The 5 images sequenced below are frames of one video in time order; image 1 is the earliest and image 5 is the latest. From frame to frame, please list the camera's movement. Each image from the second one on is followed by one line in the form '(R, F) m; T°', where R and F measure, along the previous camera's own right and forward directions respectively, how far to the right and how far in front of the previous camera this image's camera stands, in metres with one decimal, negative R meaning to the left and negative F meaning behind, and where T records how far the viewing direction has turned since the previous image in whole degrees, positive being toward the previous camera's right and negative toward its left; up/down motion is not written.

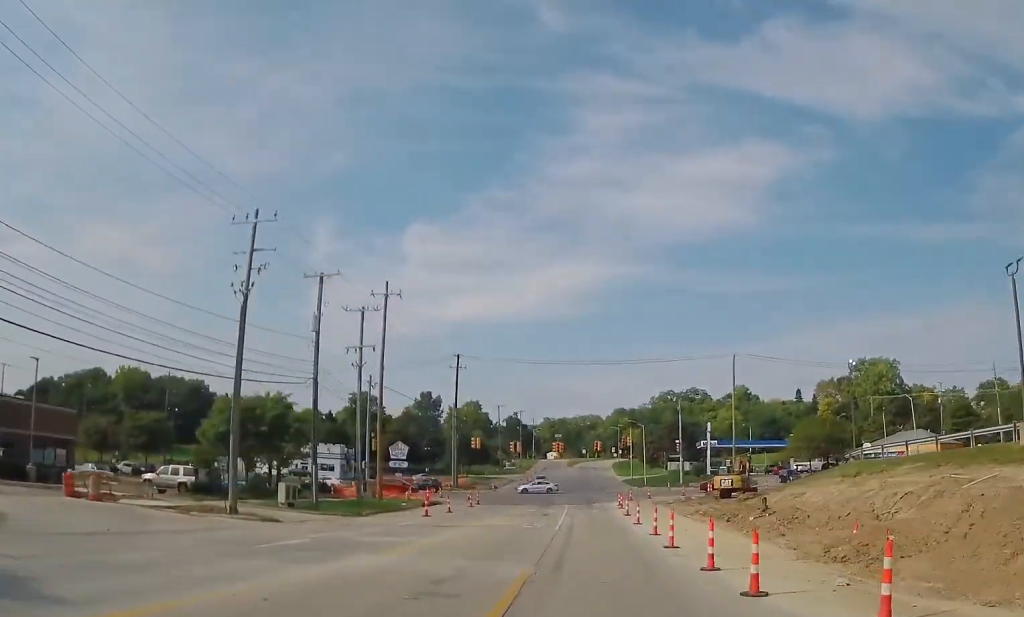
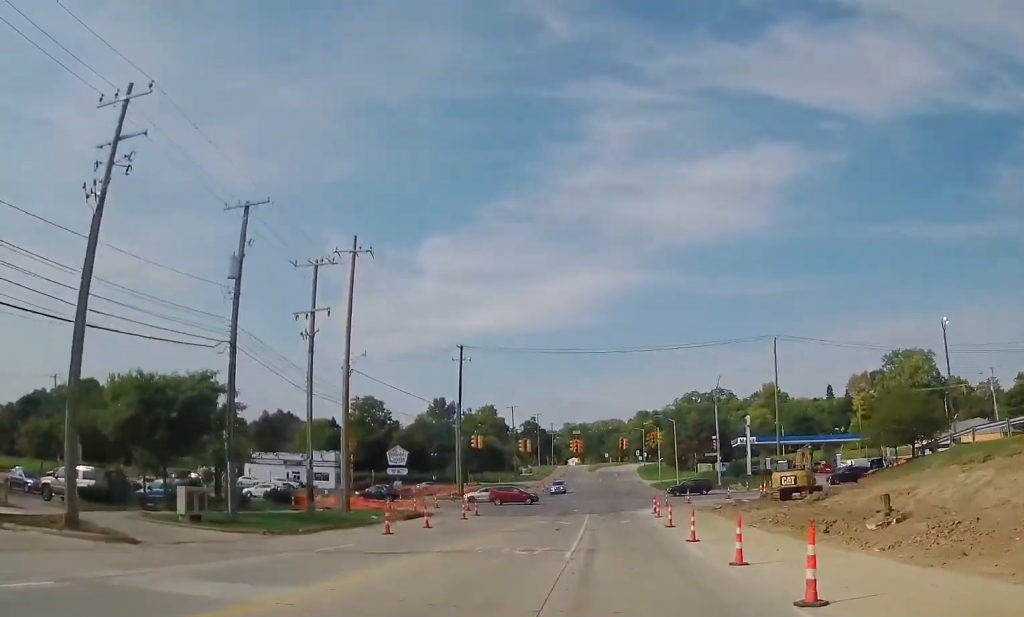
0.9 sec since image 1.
(+0.6, +12.9) m; 0°
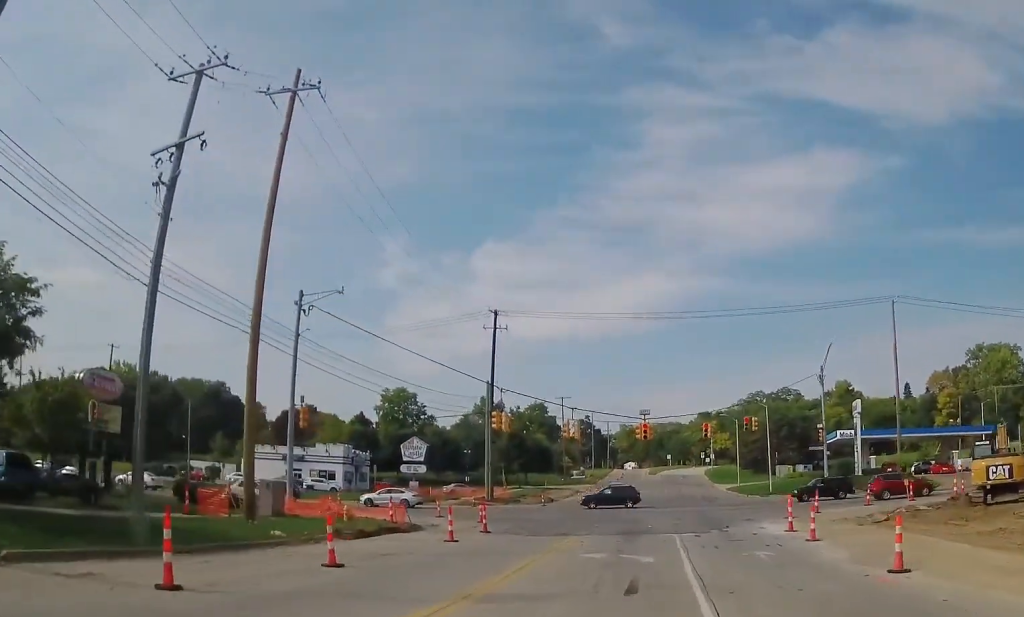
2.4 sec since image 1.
(-0.8, +20.9) m; -2°
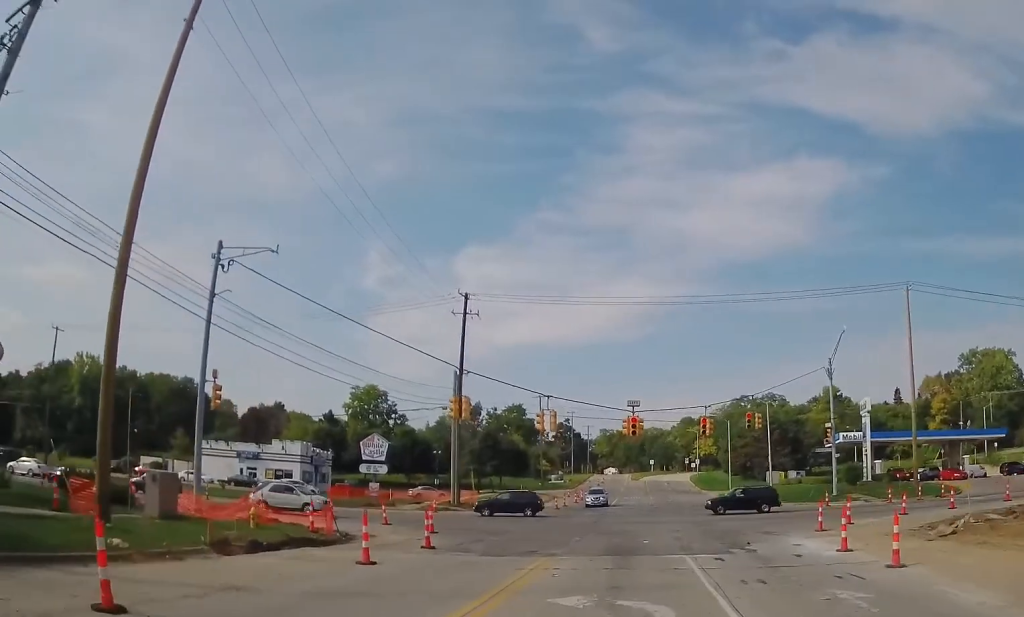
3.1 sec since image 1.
(+0.4, +8.2) m; +1°
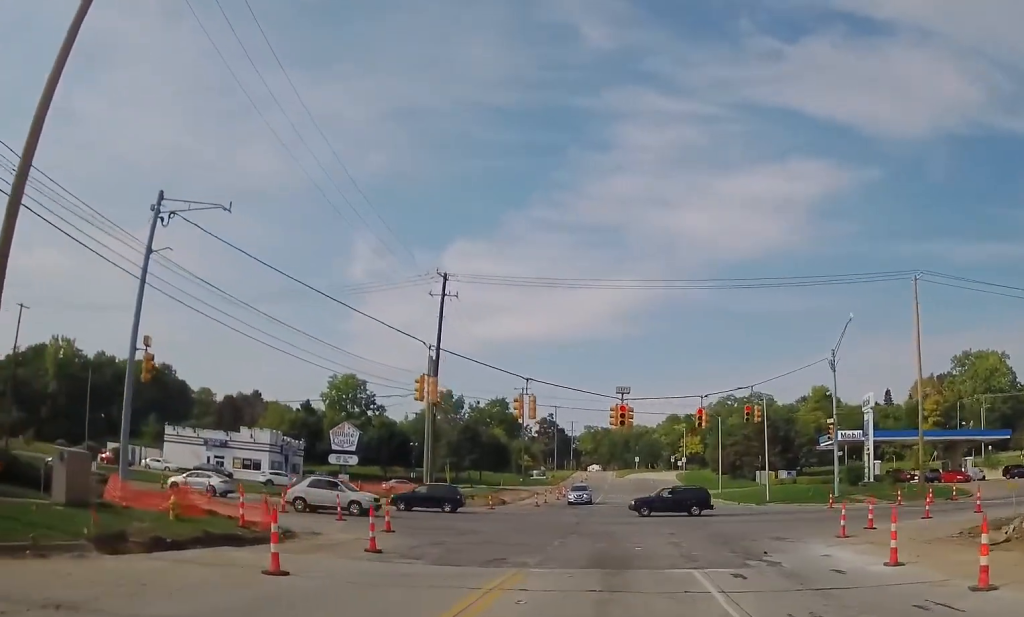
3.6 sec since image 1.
(-0.1, +4.4) m; 0°
